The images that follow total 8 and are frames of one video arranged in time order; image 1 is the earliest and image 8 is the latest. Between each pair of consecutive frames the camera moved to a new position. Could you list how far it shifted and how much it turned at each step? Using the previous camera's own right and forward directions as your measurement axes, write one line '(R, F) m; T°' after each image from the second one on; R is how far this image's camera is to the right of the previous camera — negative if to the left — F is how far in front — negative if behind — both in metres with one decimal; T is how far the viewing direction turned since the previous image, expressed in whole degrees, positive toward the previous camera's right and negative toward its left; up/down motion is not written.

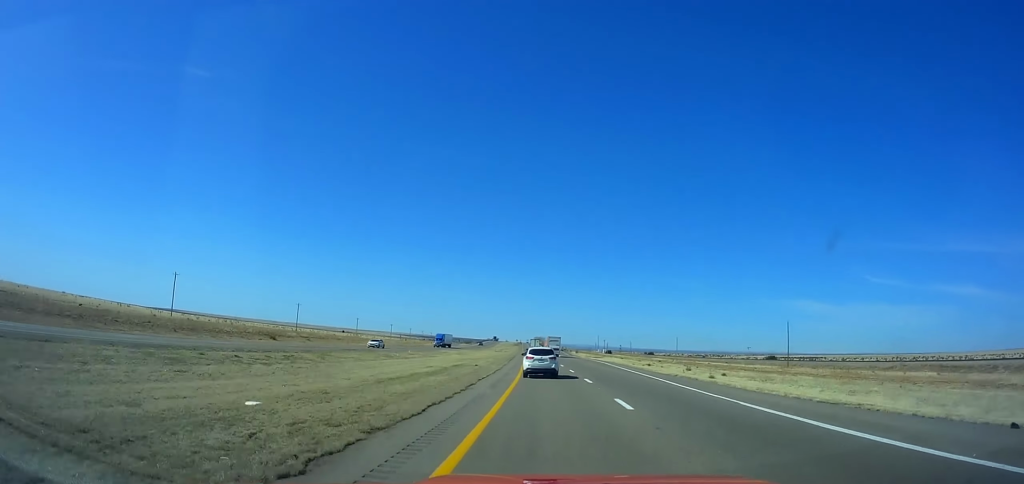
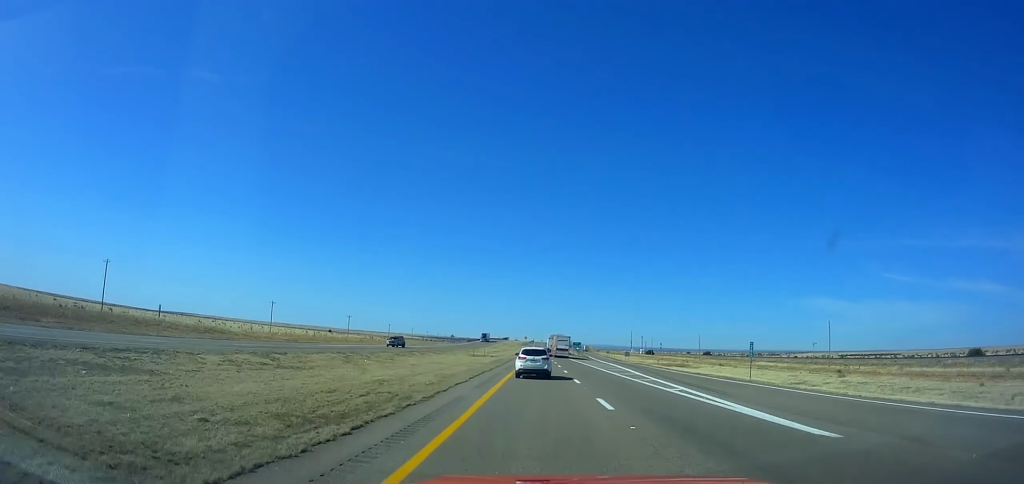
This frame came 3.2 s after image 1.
(-2.2, +109.0) m; -2°
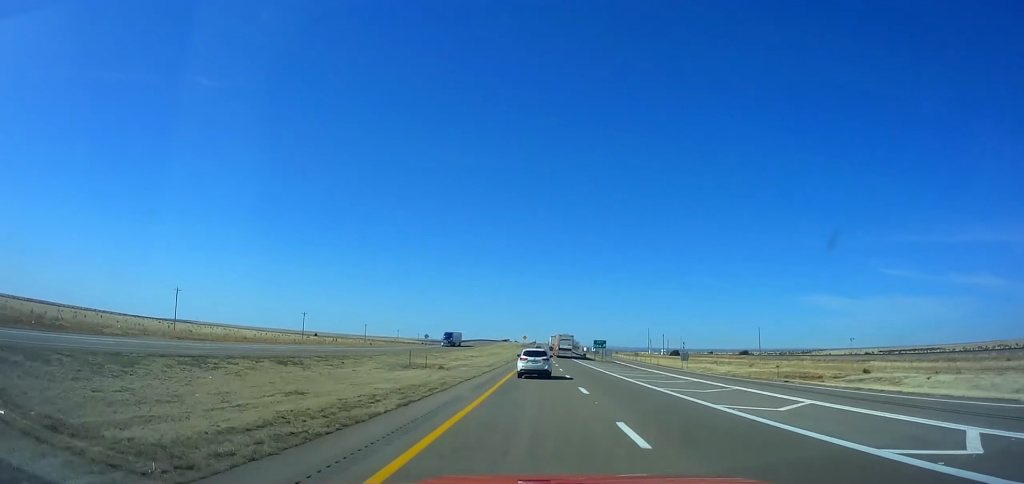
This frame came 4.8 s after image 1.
(-0.2, +55.3) m; 0°
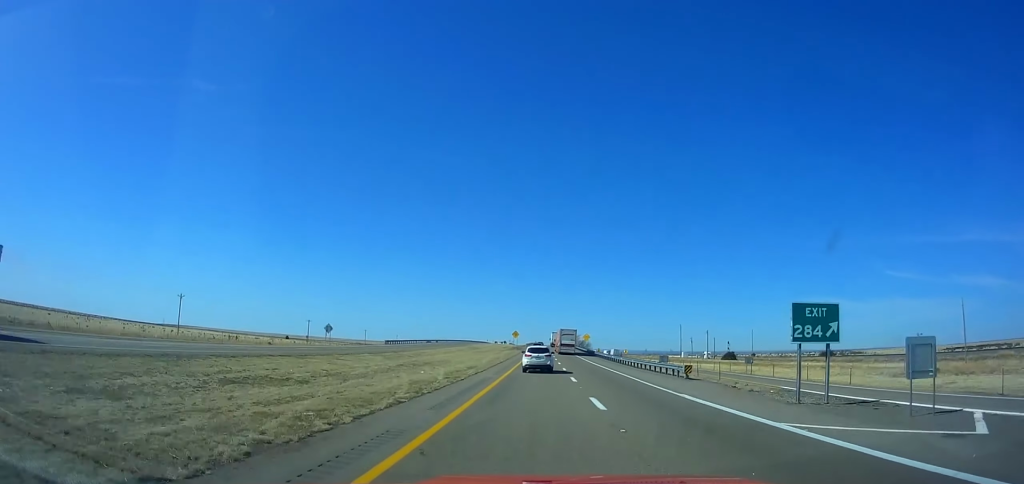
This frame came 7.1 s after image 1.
(-0.2, +80.2) m; 0°
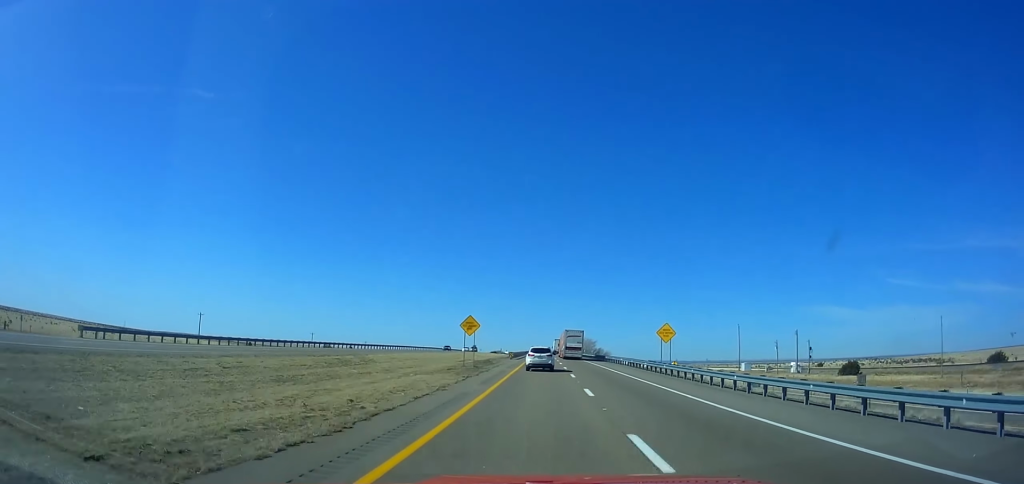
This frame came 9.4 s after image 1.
(-0.6, +81.1) m; 0°
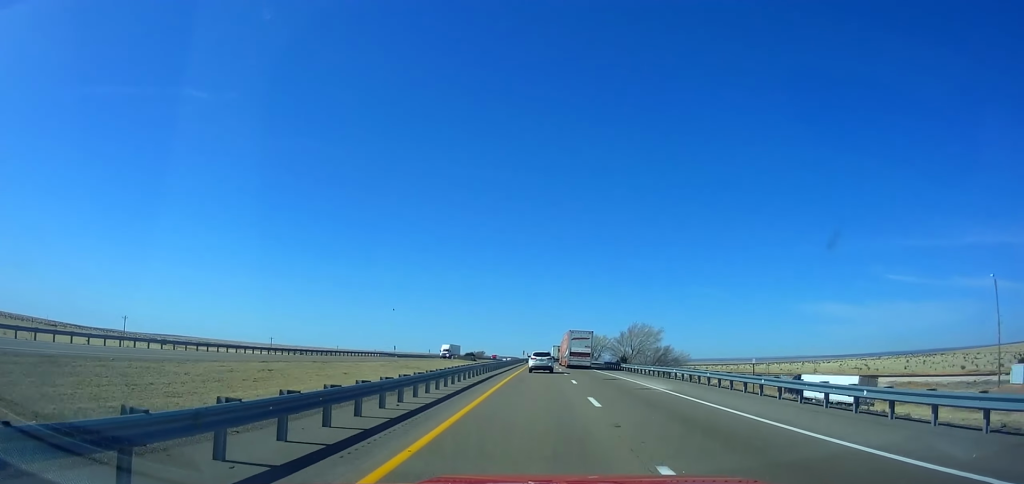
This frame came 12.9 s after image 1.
(+0.3, +125.2) m; 0°
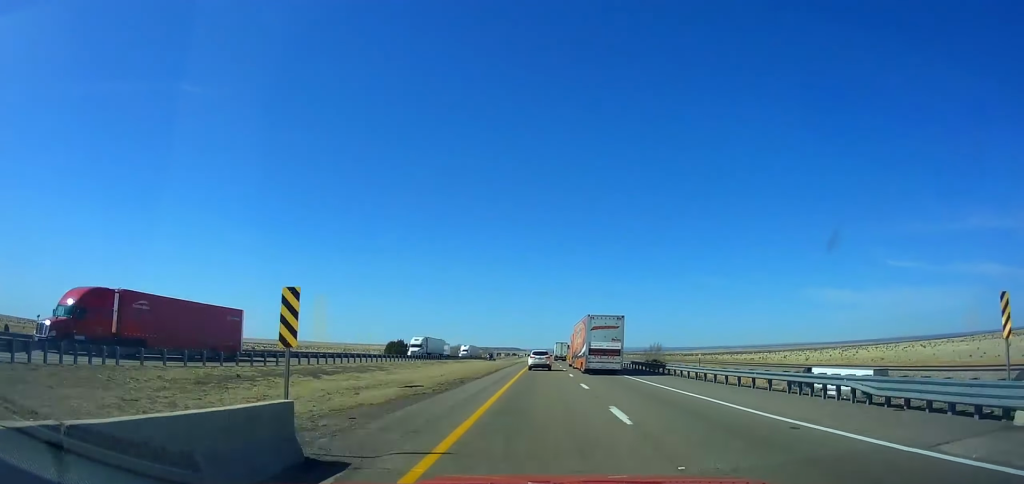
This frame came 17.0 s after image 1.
(-0.4, +149.7) m; 0°
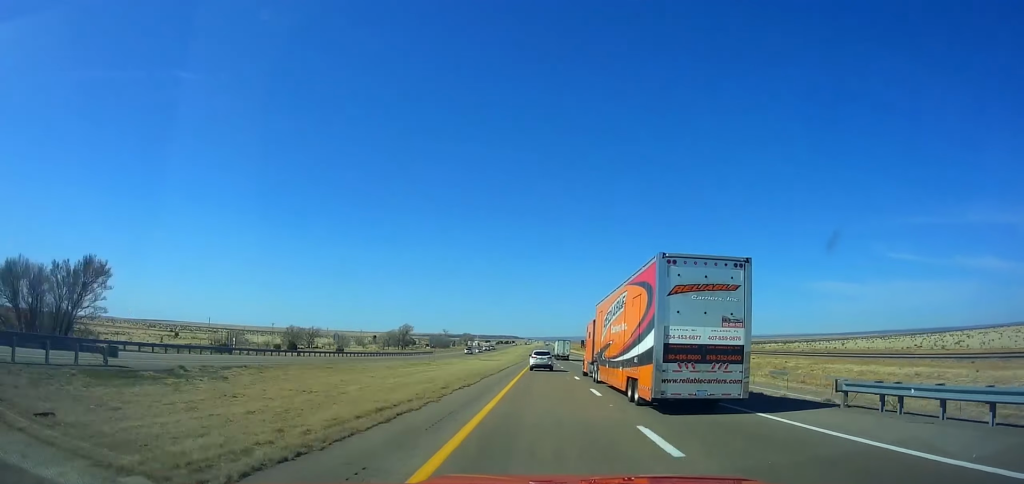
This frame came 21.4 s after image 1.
(+1.1, +163.4) m; 0°
